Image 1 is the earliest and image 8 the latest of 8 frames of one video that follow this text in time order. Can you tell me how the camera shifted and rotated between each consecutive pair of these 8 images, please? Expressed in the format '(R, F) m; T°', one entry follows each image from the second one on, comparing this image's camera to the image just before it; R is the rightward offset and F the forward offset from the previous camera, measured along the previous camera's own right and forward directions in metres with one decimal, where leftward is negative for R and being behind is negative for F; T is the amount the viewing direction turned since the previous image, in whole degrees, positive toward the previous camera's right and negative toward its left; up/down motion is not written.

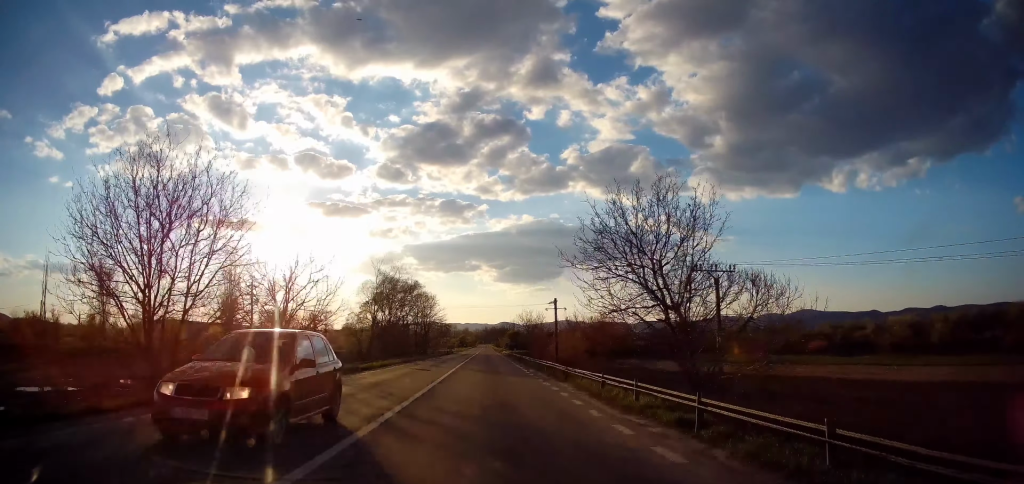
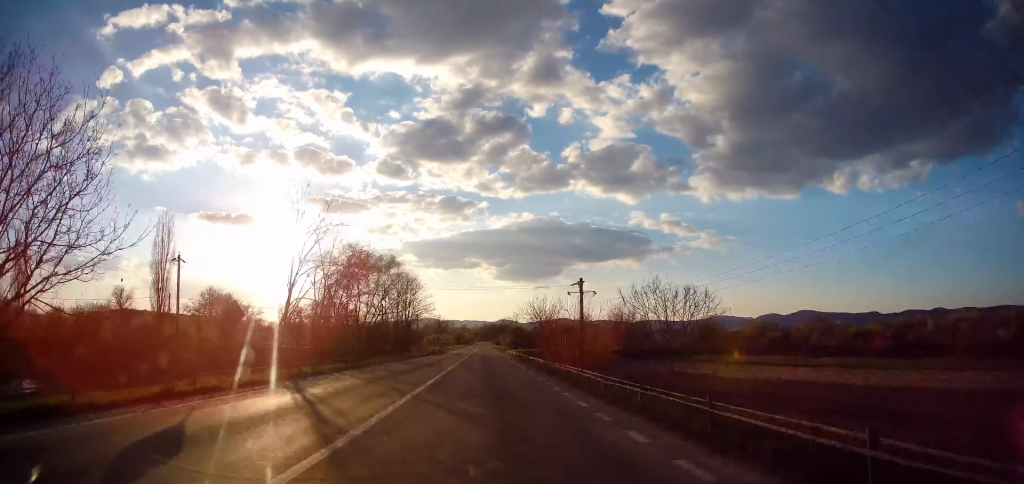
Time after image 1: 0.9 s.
(+0.8, +23.1) m; +1°
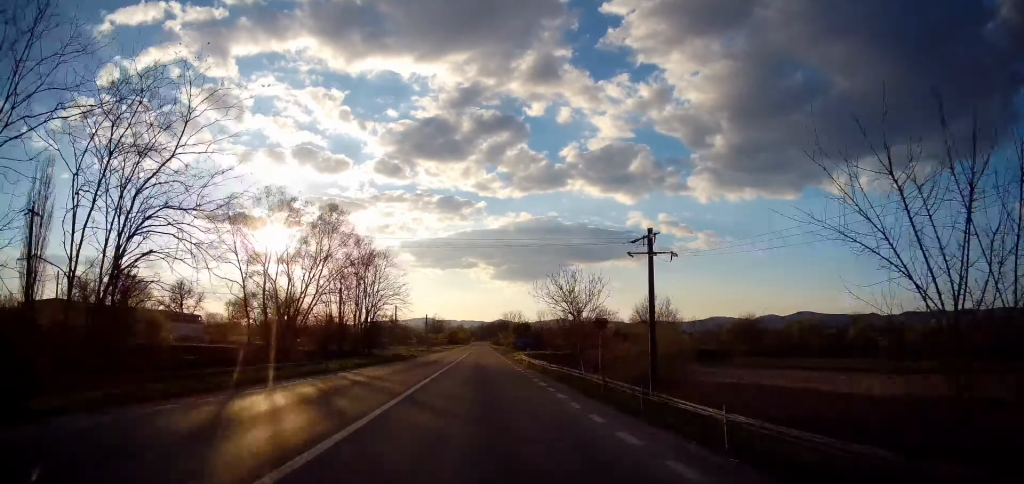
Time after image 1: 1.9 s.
(-0.5, +26.4) m; -1°
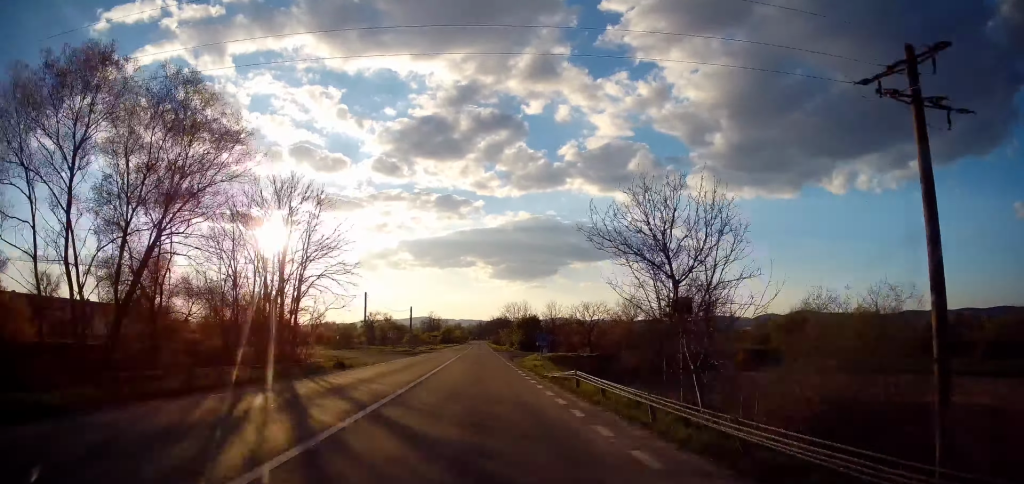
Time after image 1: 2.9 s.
(0.0, +23.7) m; 0°
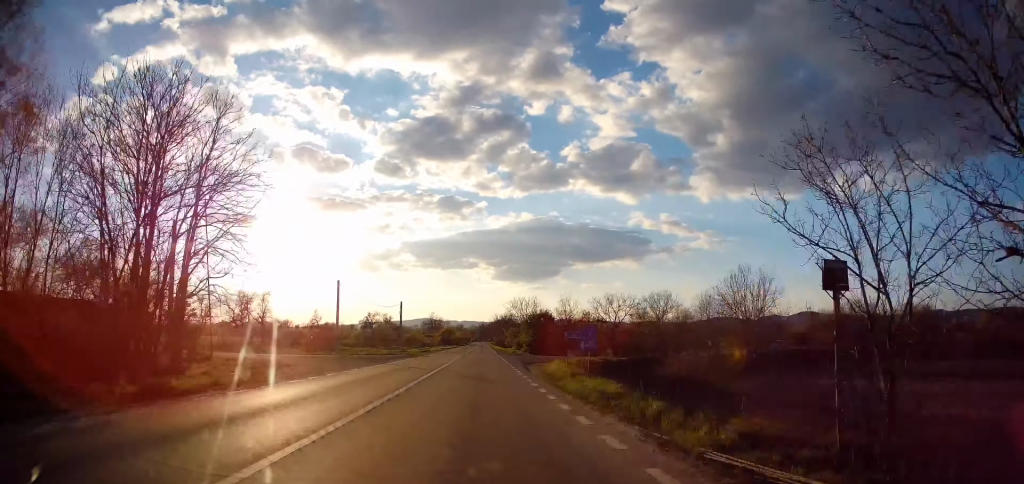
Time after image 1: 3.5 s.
(0.0, +15.2) m; 0°
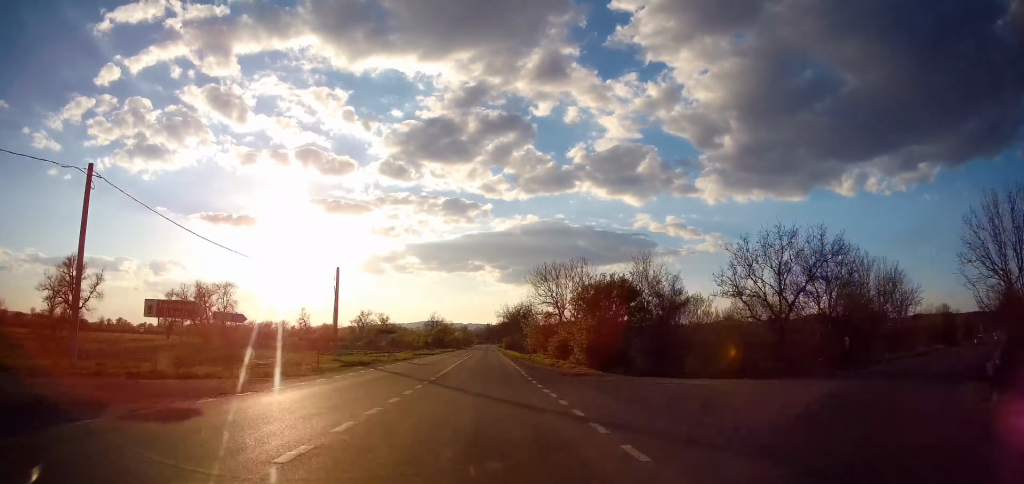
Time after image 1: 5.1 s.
(+0.2, +41.2) m; 0°
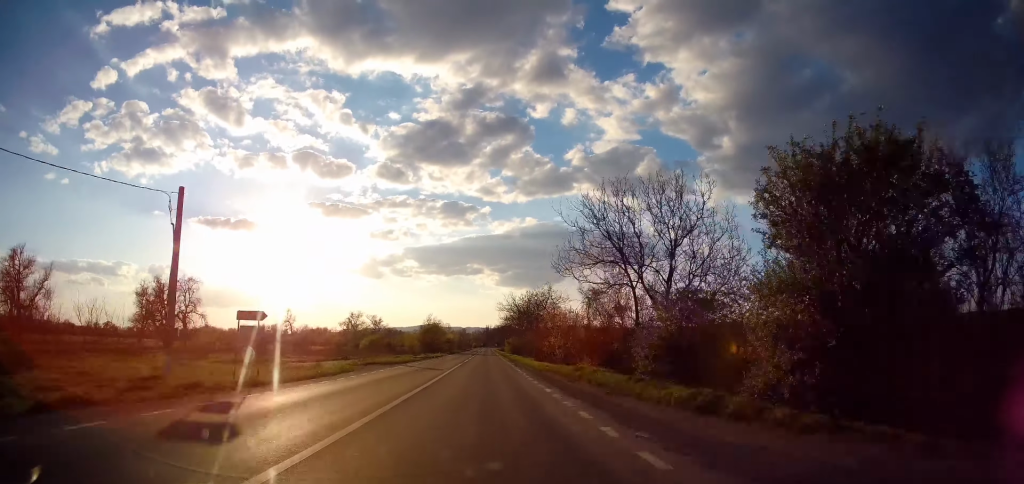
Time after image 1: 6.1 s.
(-0.1, +26.0) m; 0°
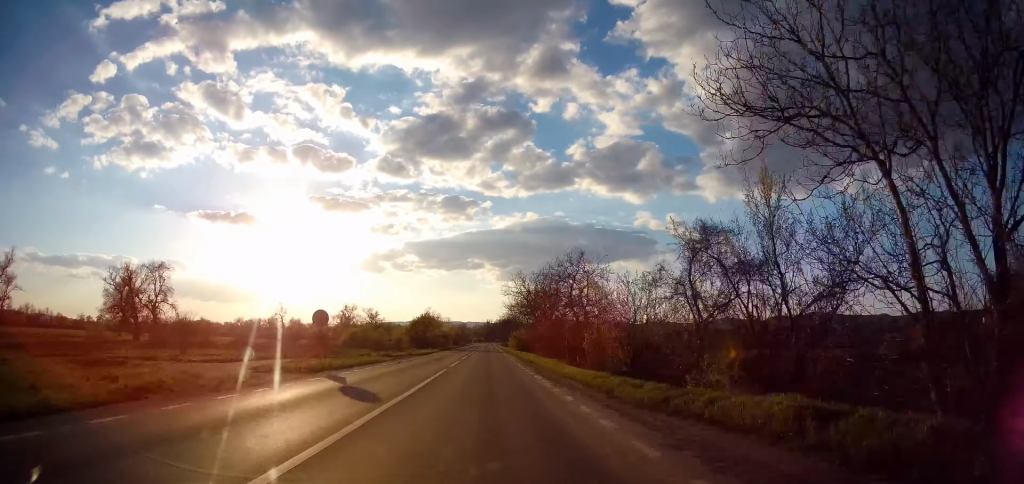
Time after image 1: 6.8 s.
(+0.2, +17.5) m; -1°
